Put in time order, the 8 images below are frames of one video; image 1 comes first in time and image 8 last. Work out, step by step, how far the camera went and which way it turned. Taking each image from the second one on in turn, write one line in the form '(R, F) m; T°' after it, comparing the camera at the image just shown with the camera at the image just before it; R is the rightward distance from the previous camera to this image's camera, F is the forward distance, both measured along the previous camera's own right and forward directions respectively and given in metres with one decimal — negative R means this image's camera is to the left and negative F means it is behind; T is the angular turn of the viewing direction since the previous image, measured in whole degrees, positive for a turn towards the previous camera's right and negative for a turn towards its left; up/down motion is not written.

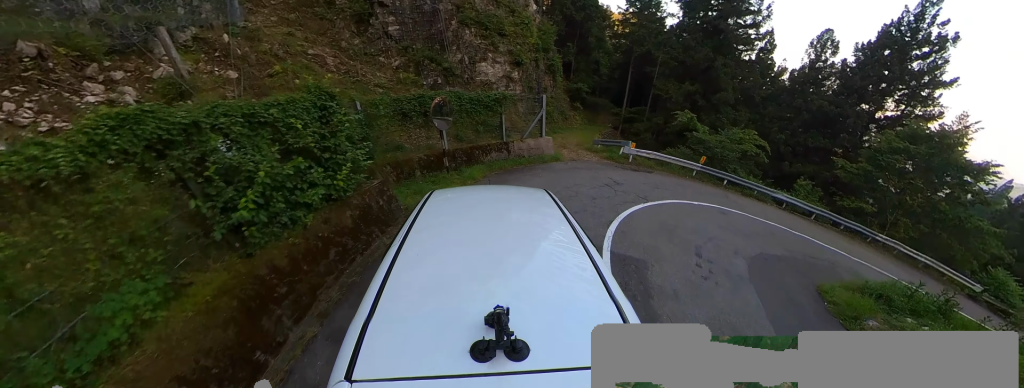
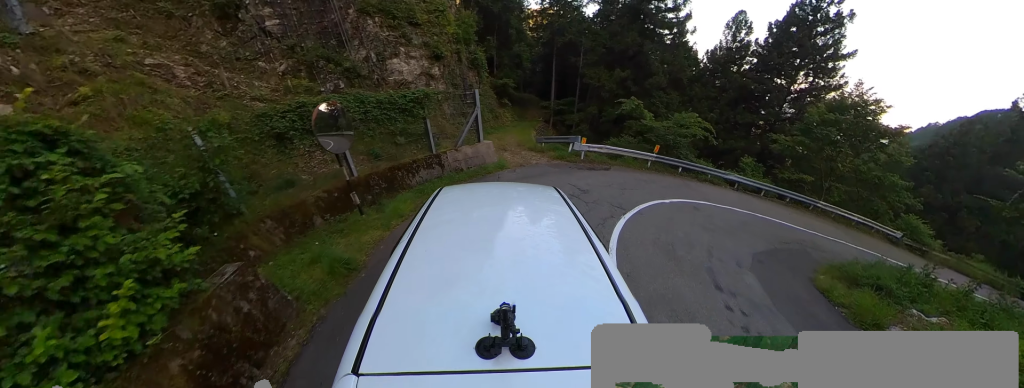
(+0.7, +2.8) m; +19°
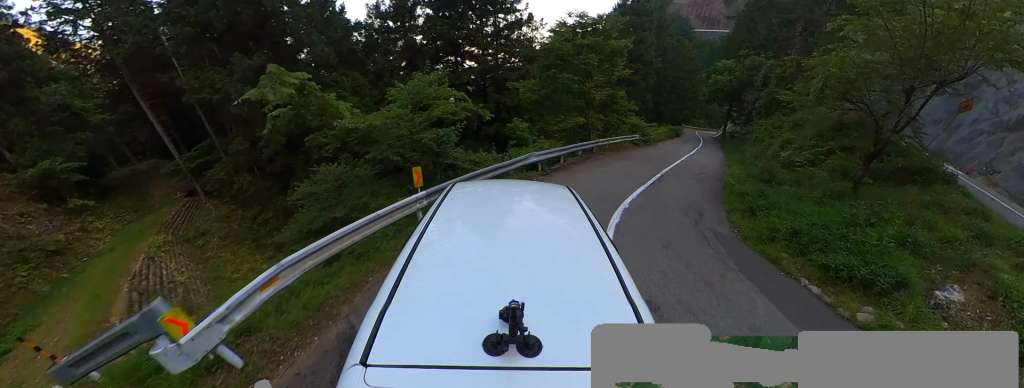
(+6.4, +8.8) m; +69°
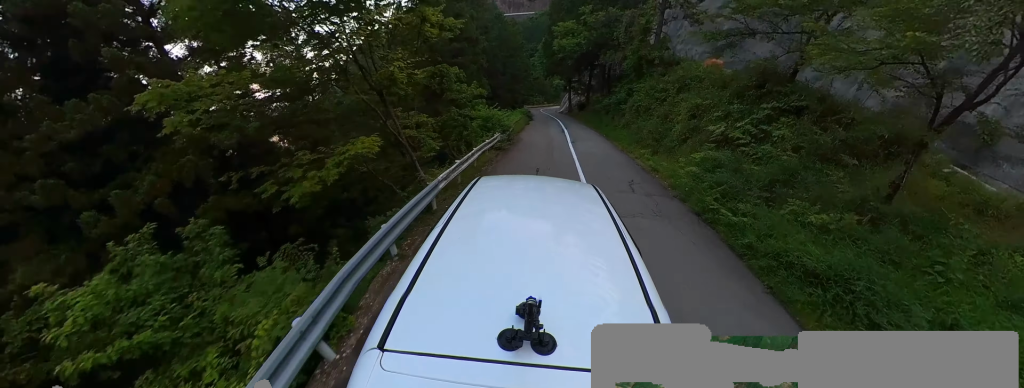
(+4.5, +10.9) m; +33°
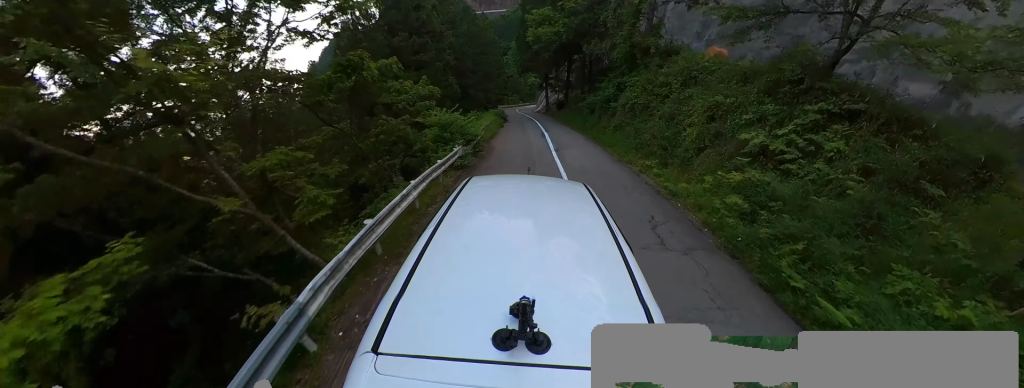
(+0.7, +4.6) m; -4°
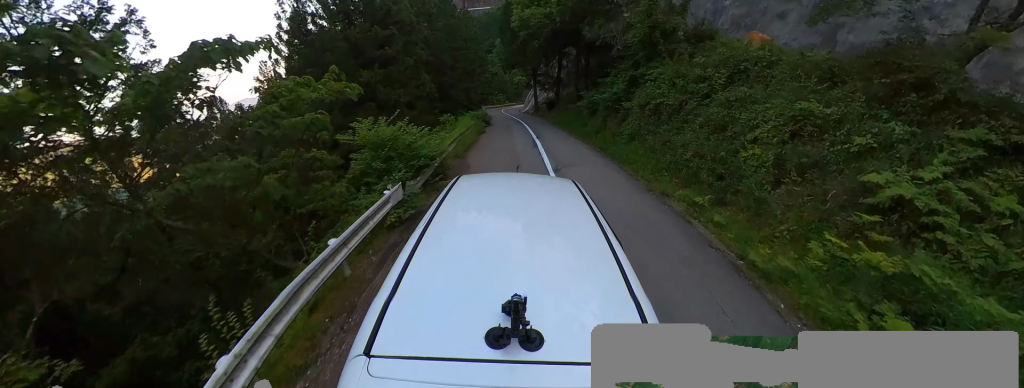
(-0.3, +5.1) m; -5°
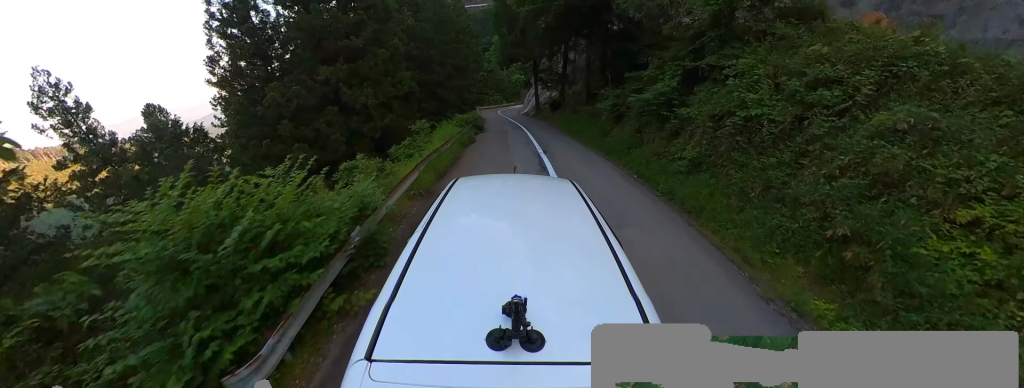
(-1.1, +5.6) m; -6°
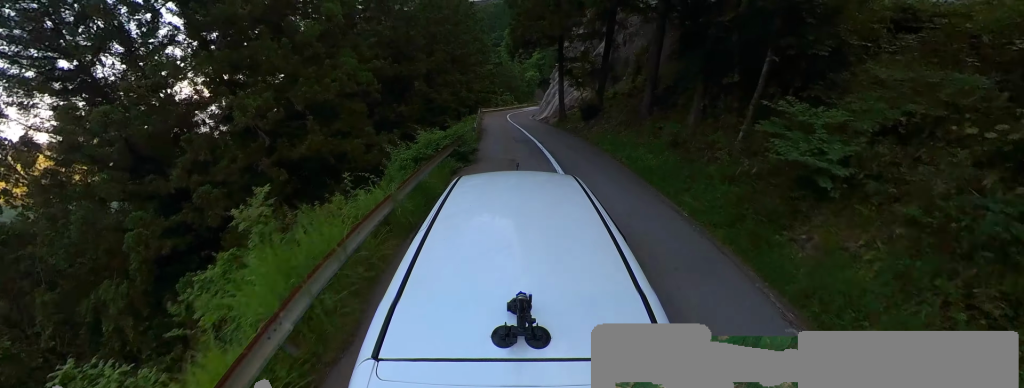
(+0.6, +11.2) m; 0°
